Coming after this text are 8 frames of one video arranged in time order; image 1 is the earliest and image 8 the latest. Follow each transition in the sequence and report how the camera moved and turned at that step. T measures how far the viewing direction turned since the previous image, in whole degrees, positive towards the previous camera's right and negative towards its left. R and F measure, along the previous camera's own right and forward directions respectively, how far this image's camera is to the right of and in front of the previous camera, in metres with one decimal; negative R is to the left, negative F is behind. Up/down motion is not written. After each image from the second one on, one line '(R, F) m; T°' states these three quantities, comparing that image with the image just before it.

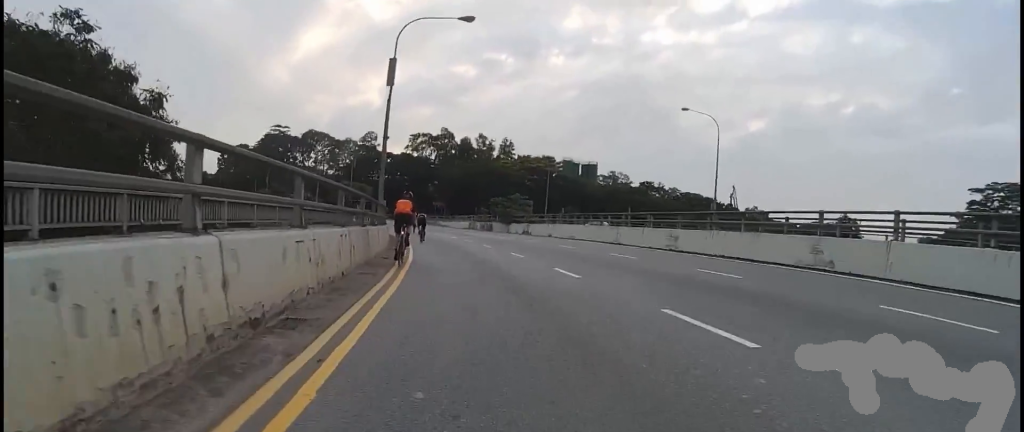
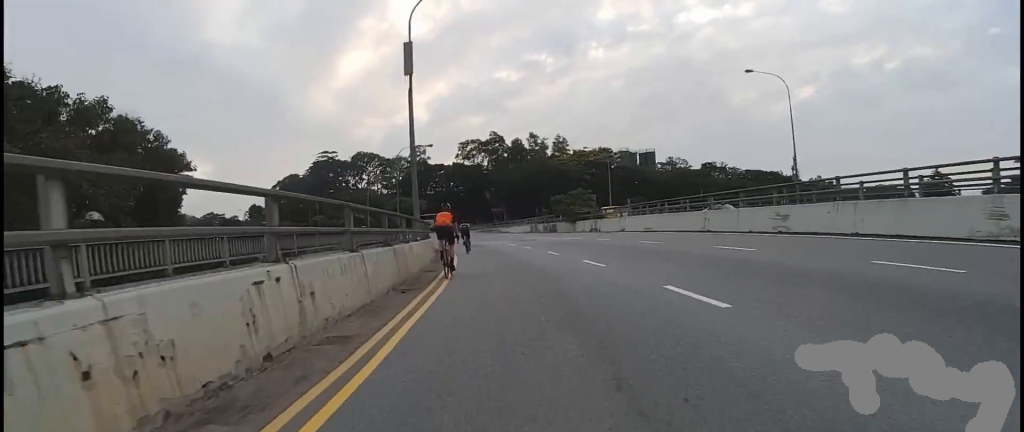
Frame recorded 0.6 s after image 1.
(-0.4, +5.4) m; -1°
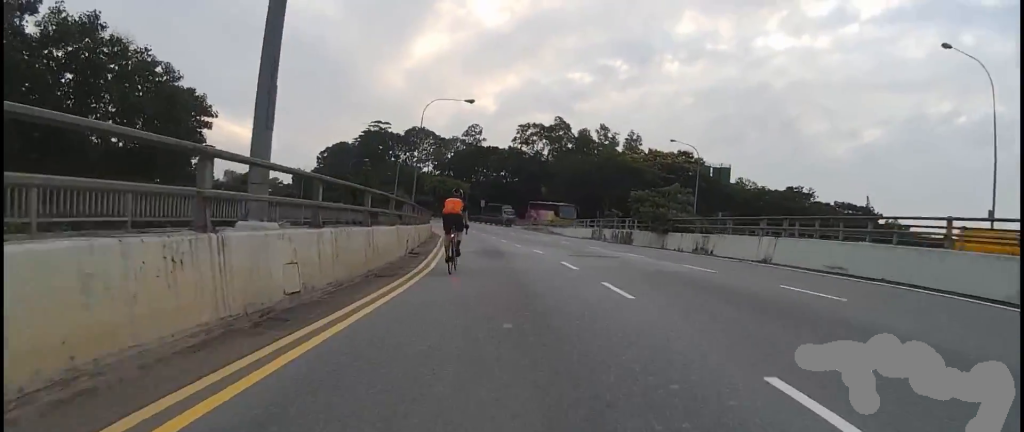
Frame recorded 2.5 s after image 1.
(-0.5, +17.2) m; -9°
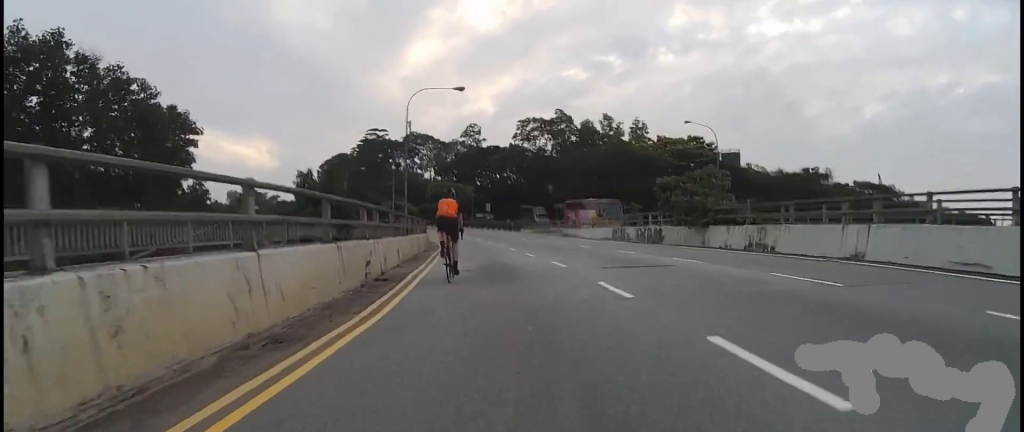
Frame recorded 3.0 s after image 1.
(0.0, +5.3) m; +5°
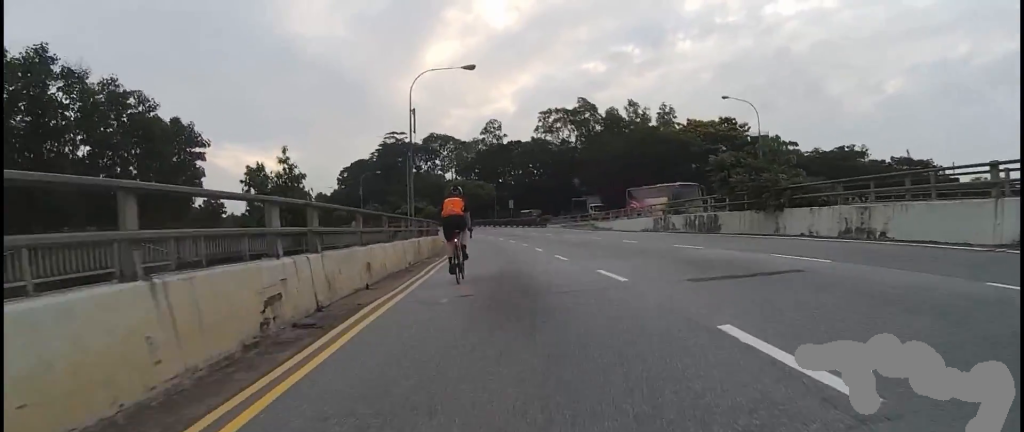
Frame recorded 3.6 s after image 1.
(0.0, +5.3) m; +4°
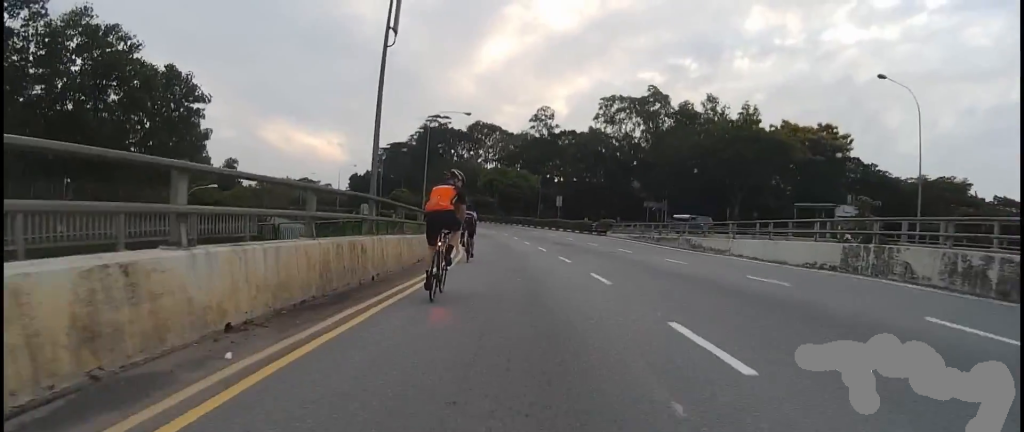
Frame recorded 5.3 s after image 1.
(-0.1, +16.1) m; -9°
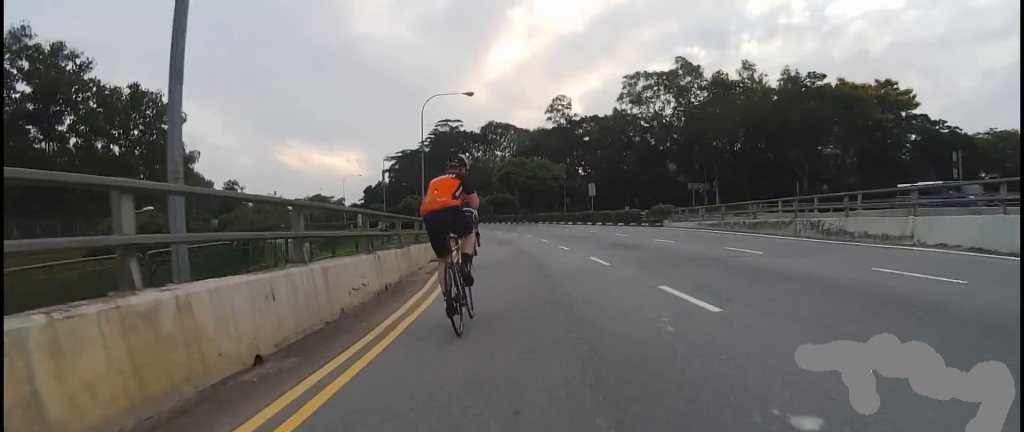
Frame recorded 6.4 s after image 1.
(-0.2, +10.0) m; -10°
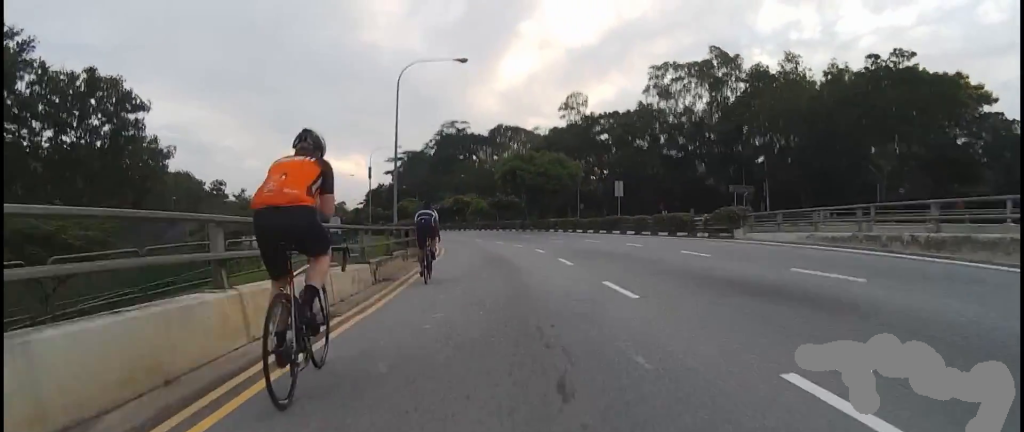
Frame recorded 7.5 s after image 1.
(-1.4, +10.2) m; 0°
